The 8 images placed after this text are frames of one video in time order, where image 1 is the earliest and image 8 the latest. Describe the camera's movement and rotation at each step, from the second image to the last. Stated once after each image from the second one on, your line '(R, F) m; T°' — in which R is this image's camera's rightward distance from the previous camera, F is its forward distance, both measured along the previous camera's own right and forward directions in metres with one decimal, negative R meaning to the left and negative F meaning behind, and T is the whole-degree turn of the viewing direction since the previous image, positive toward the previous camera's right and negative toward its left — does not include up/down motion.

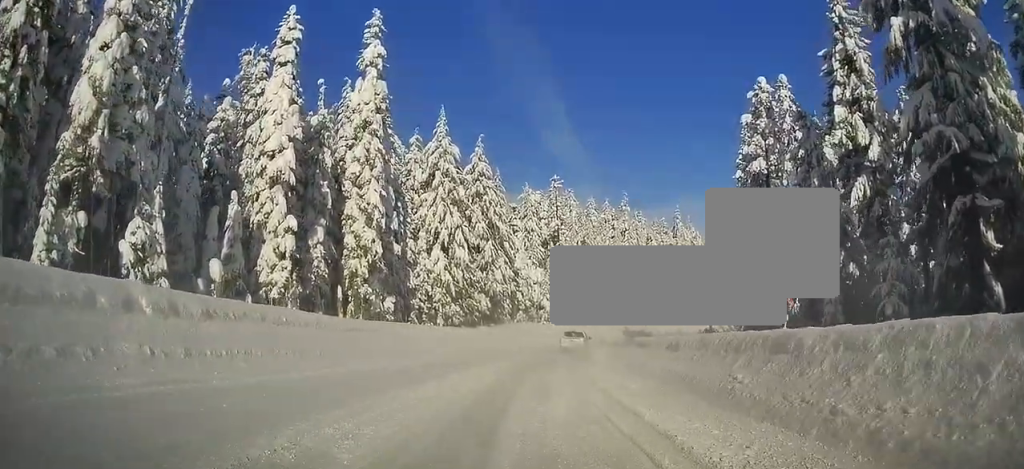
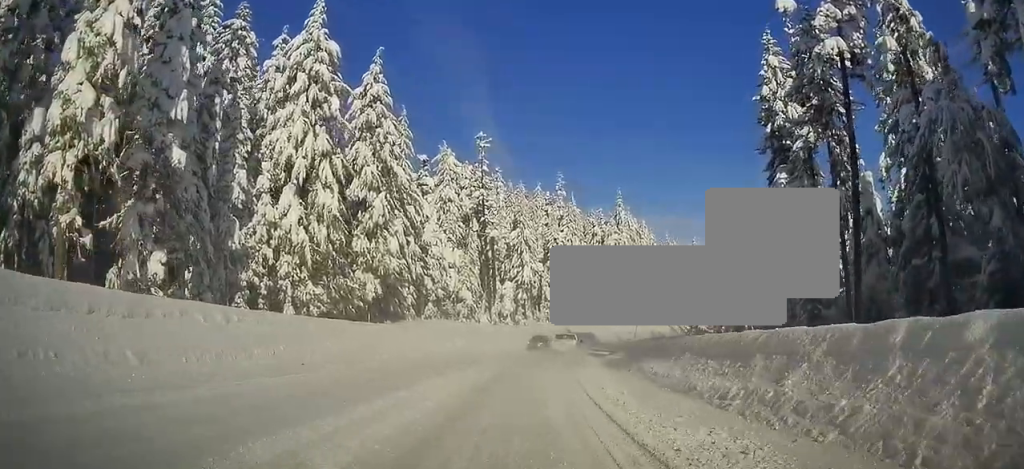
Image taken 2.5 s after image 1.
(+2.5, +32.8) m; +10°
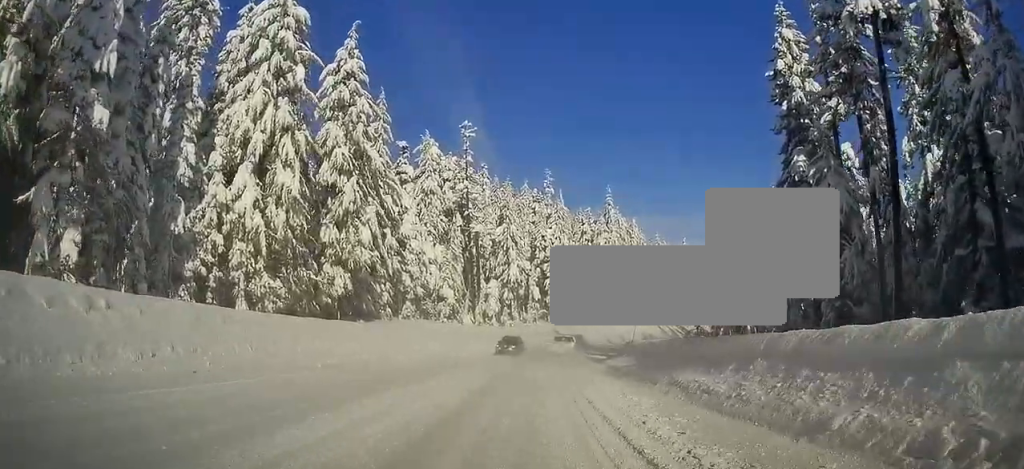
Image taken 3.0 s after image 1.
(+0.2, +6.4) m; 0°
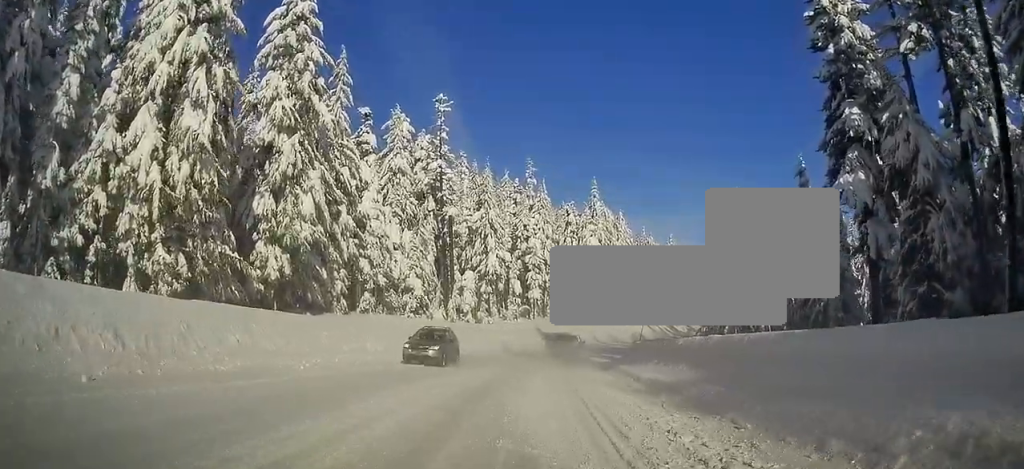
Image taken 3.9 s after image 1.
(0.0, +11.5) m; 0°
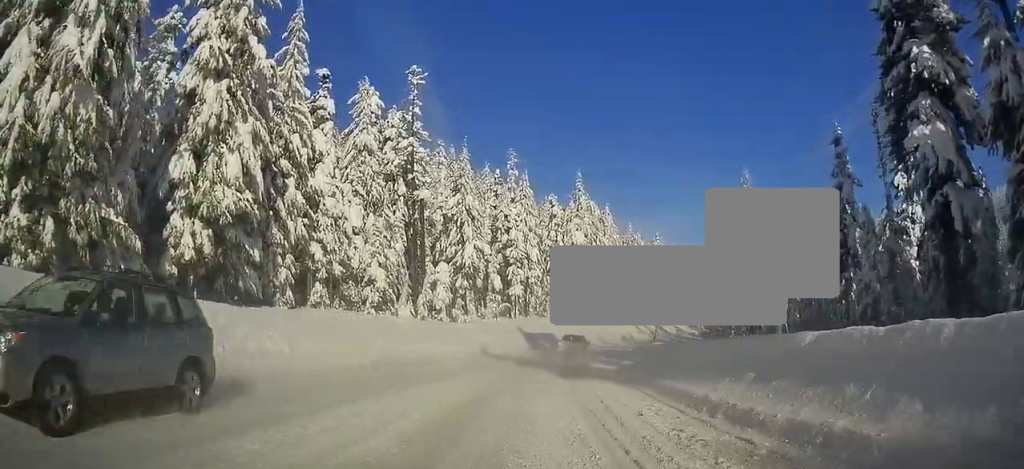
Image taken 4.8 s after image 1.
(-0.2, +9.9) m; +2°
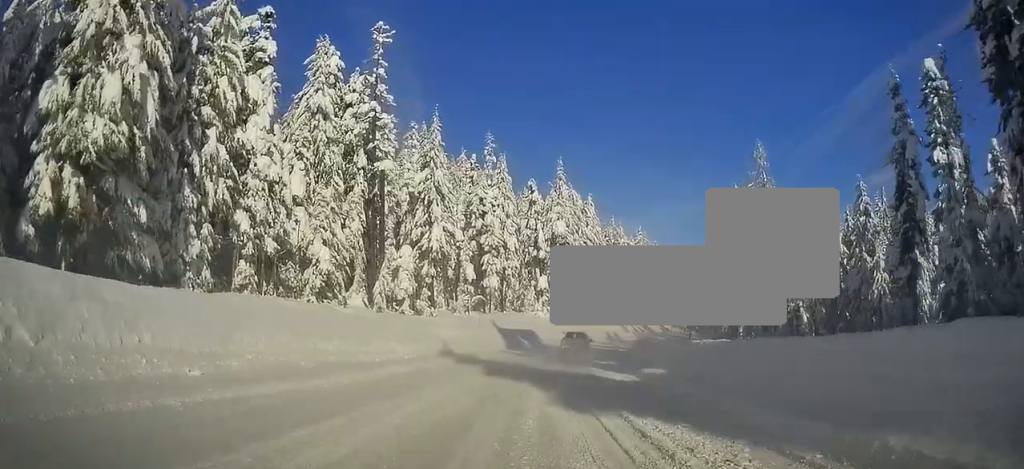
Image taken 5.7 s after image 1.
(+0.7, +10.9) m; +3°
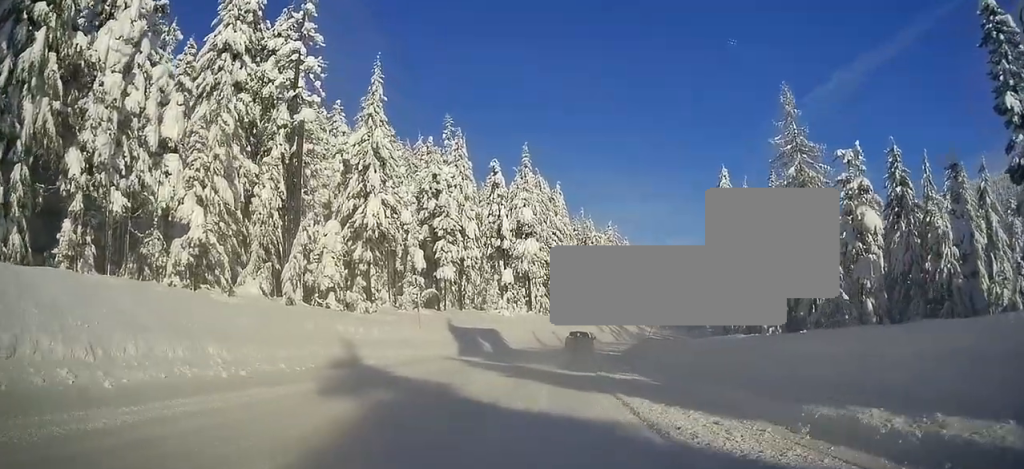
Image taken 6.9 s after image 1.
(+0.5, +15.3) m; +6°
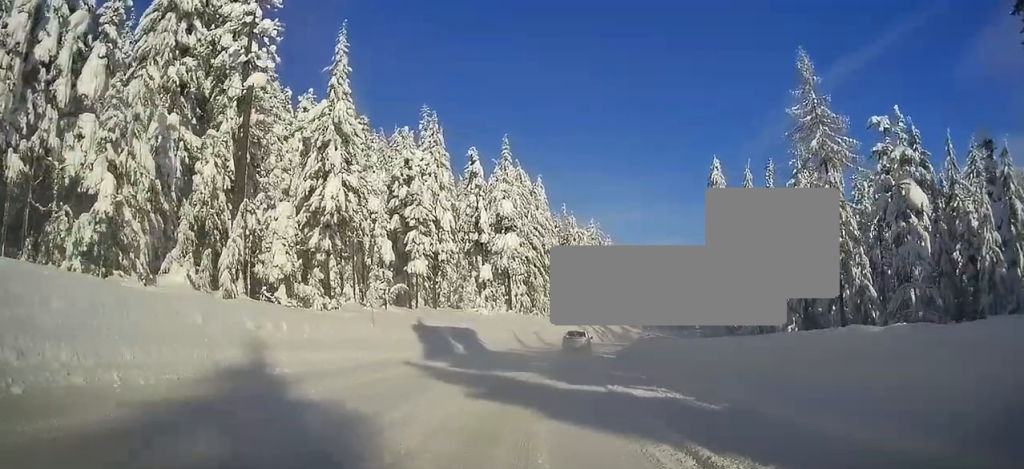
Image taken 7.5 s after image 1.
(+0.4, +7.0) m; +3°
